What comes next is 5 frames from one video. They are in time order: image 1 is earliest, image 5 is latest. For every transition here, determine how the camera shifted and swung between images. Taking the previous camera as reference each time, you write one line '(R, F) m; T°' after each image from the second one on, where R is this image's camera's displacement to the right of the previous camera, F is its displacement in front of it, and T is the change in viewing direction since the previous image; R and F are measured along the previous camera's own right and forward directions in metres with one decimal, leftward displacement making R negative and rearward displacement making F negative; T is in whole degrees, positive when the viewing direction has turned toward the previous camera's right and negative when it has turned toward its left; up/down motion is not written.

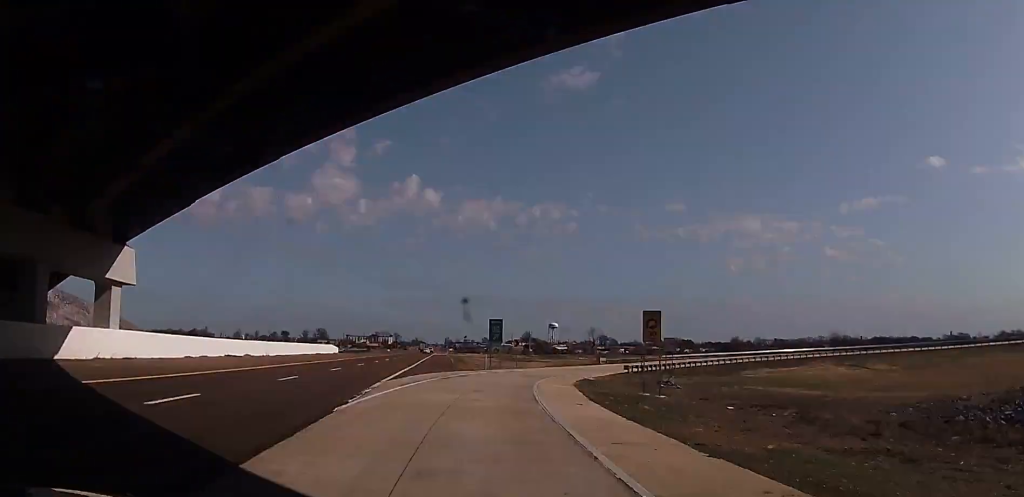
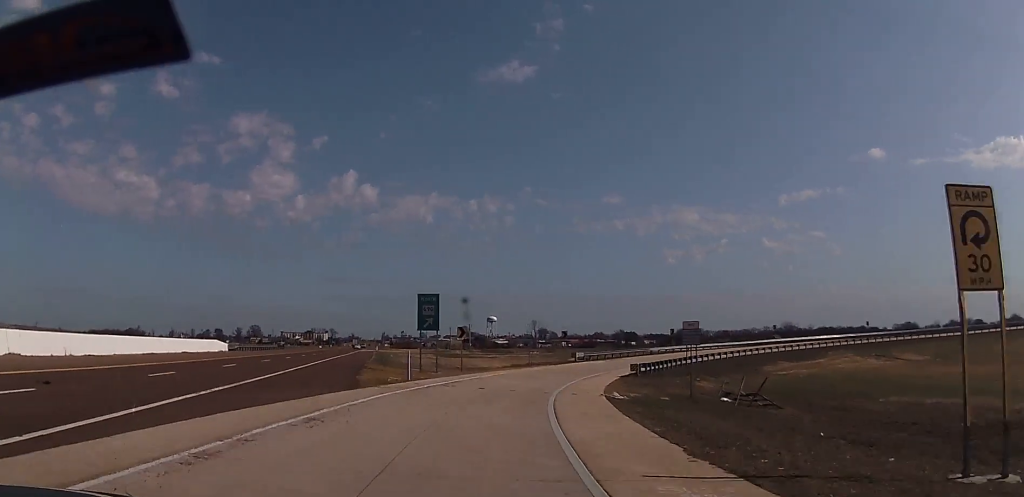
(-0.2, +28.0) m; +2°
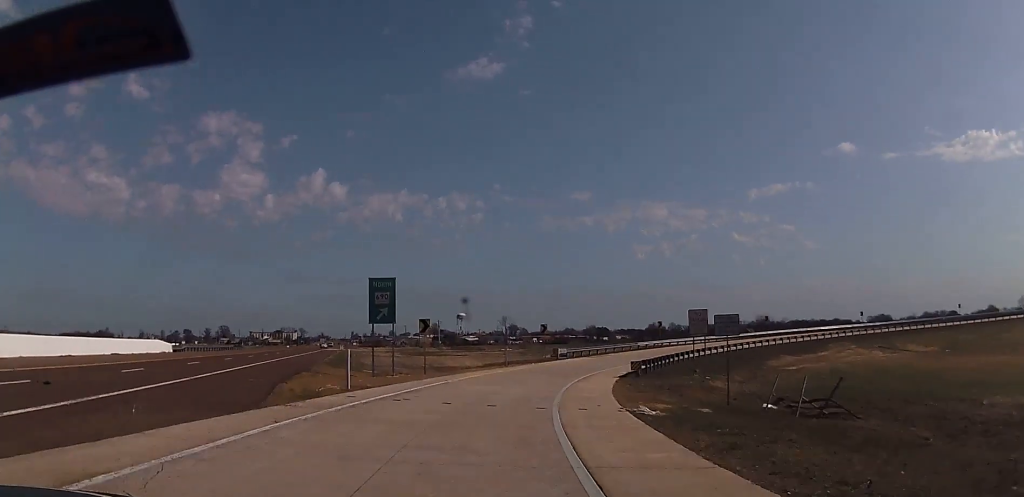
(+0.4, +8.5) m; +2°
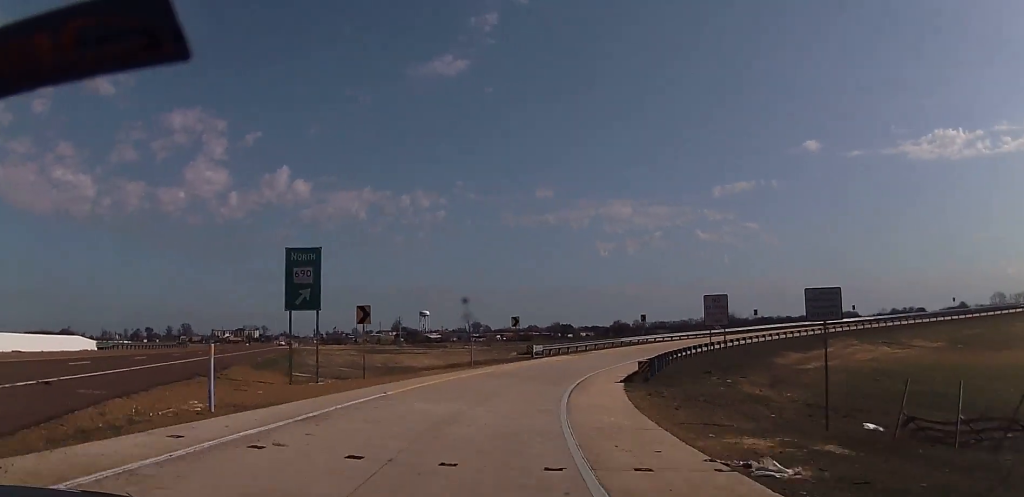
(+0.2, +9.6) m; +3°
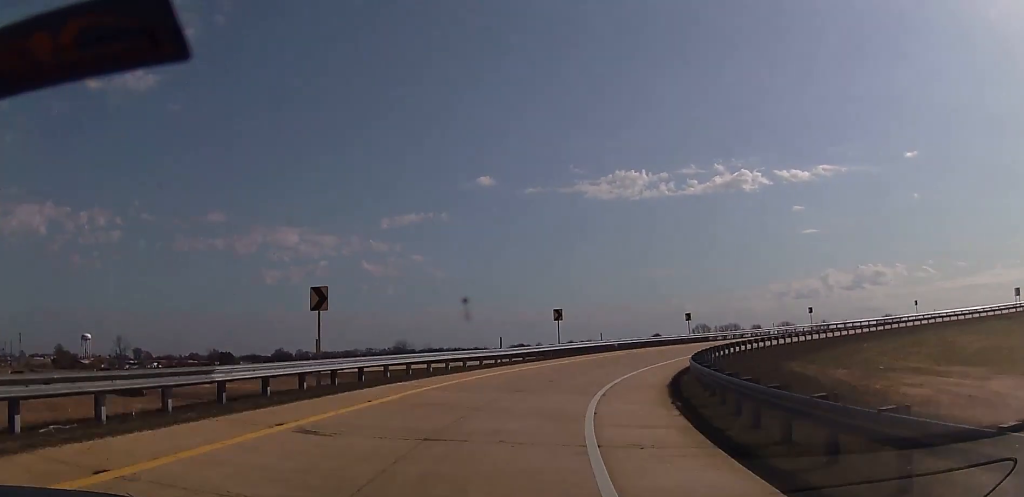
(+10.6, +51.9) m; +27°
